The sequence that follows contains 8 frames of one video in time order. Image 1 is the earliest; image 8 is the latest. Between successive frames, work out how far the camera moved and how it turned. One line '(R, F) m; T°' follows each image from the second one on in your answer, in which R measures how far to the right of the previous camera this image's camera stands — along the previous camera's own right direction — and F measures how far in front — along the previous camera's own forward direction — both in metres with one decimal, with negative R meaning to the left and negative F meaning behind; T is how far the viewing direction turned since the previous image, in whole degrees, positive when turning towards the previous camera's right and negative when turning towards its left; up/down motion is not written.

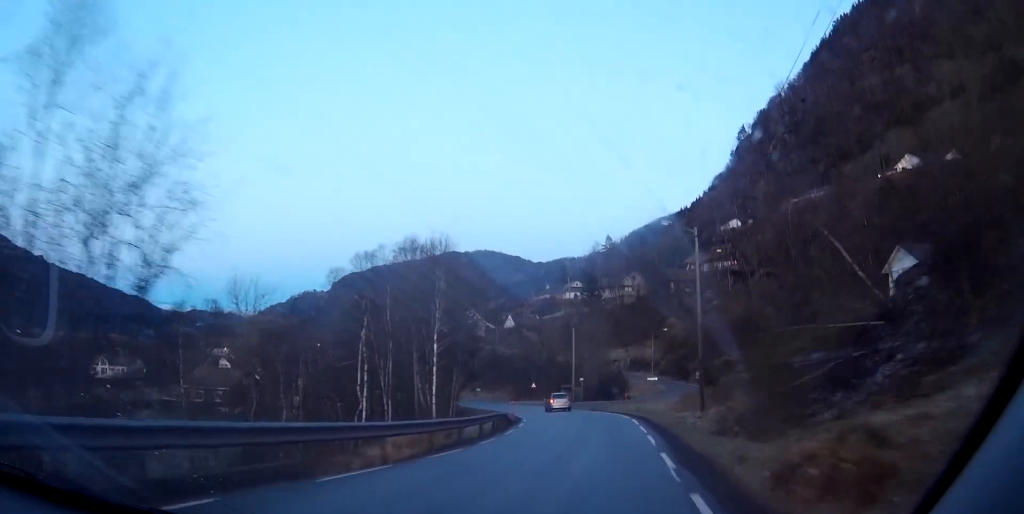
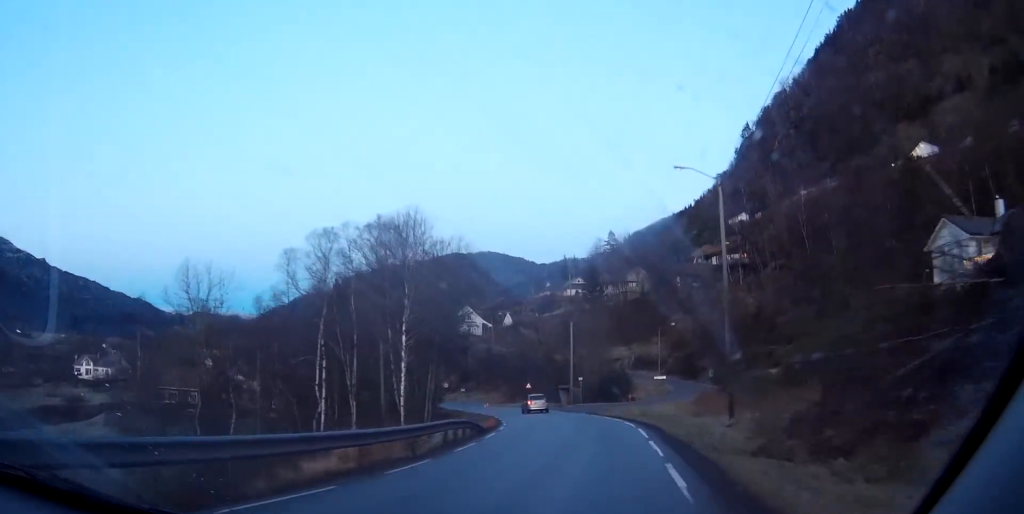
(0.0, +8.8) m; 0°
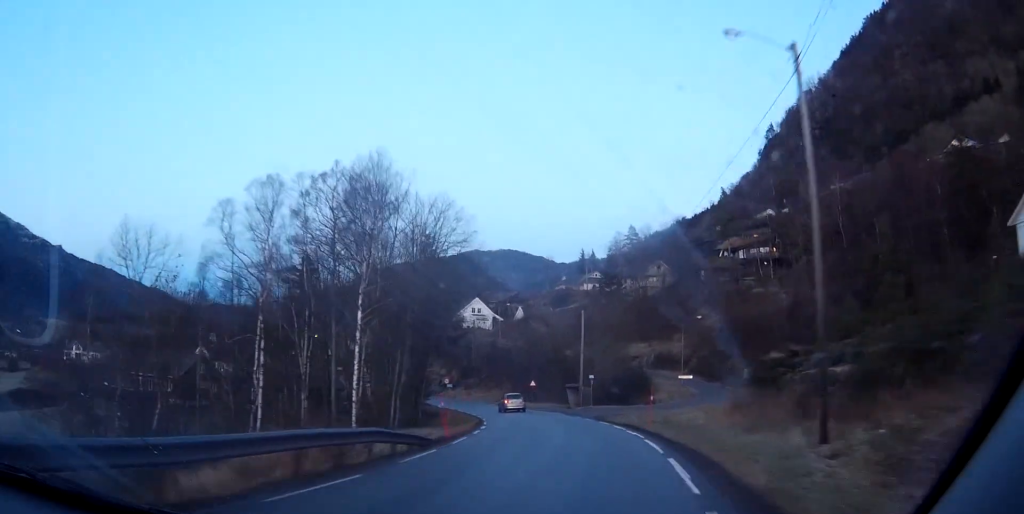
(0.0, +10.9) m; -1°
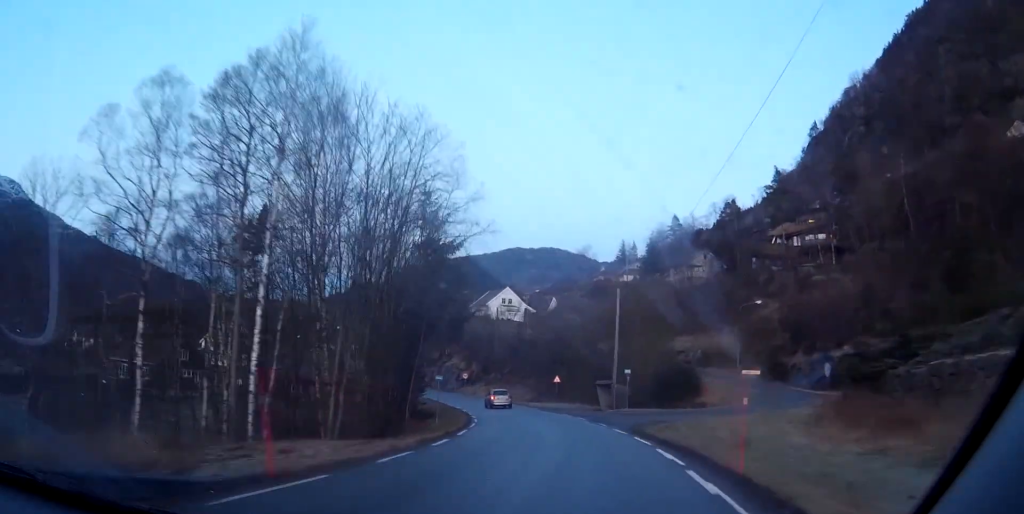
(-0.2, +13.5) m; -3°
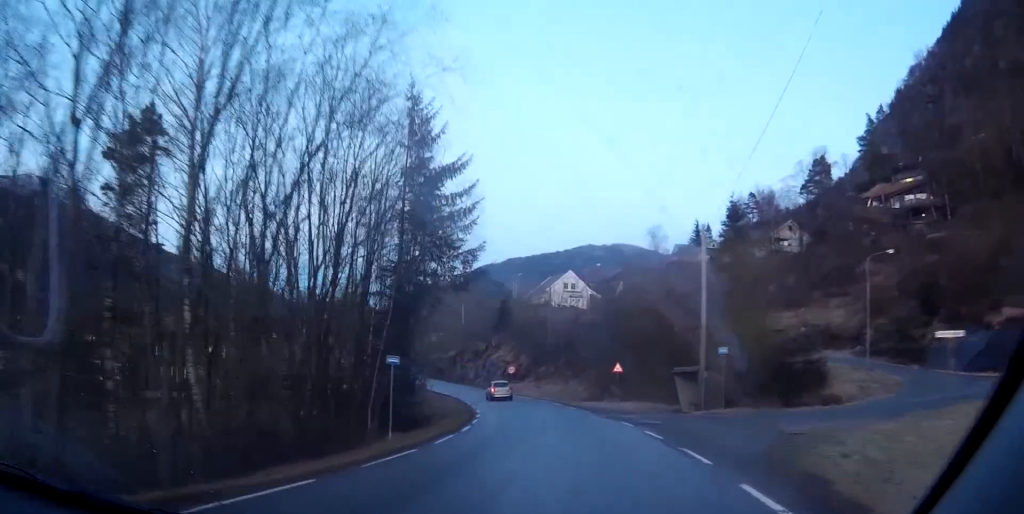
(-1.2, +18.9) m; -6°
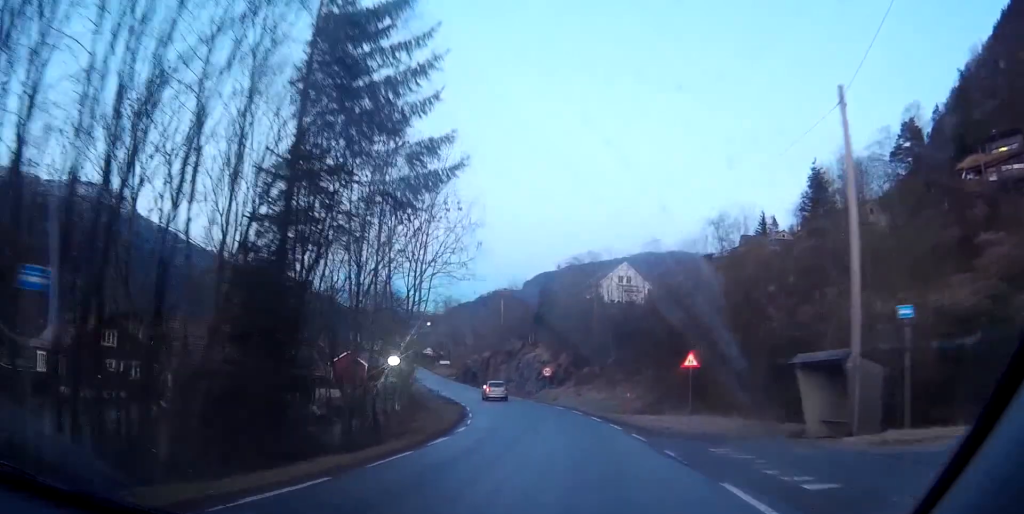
(-0.6, +17.3) m; -3°
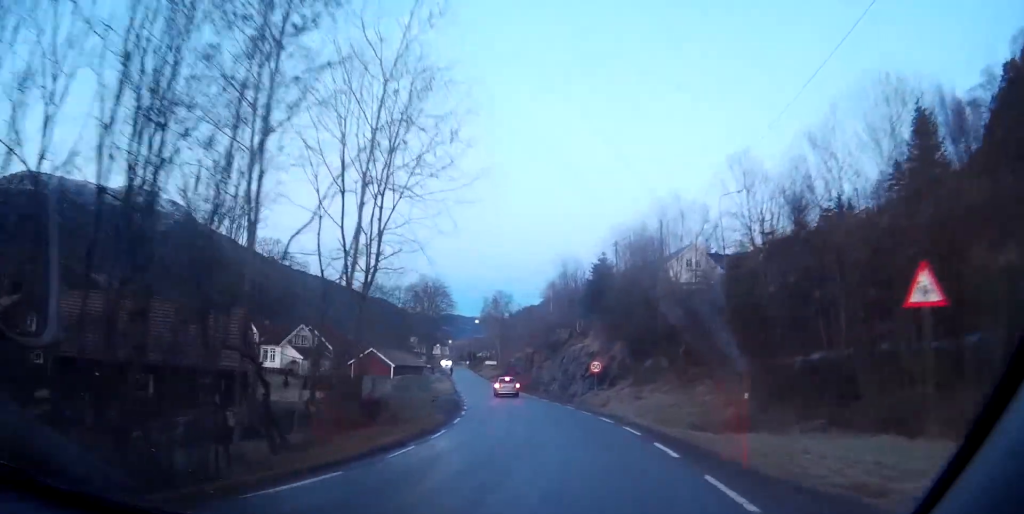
(-0.5, +17.3) m; -5°
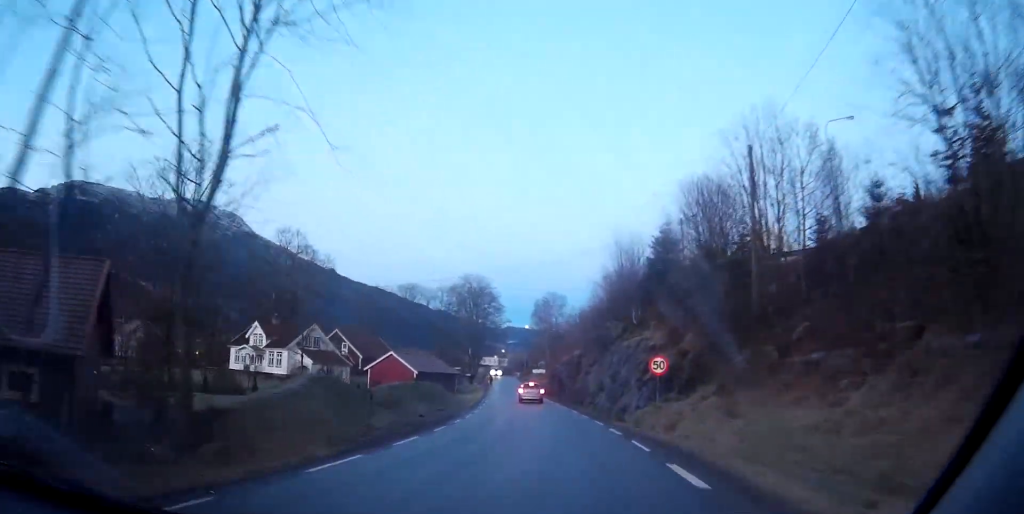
(-0.8, +16.2) m; -5°
